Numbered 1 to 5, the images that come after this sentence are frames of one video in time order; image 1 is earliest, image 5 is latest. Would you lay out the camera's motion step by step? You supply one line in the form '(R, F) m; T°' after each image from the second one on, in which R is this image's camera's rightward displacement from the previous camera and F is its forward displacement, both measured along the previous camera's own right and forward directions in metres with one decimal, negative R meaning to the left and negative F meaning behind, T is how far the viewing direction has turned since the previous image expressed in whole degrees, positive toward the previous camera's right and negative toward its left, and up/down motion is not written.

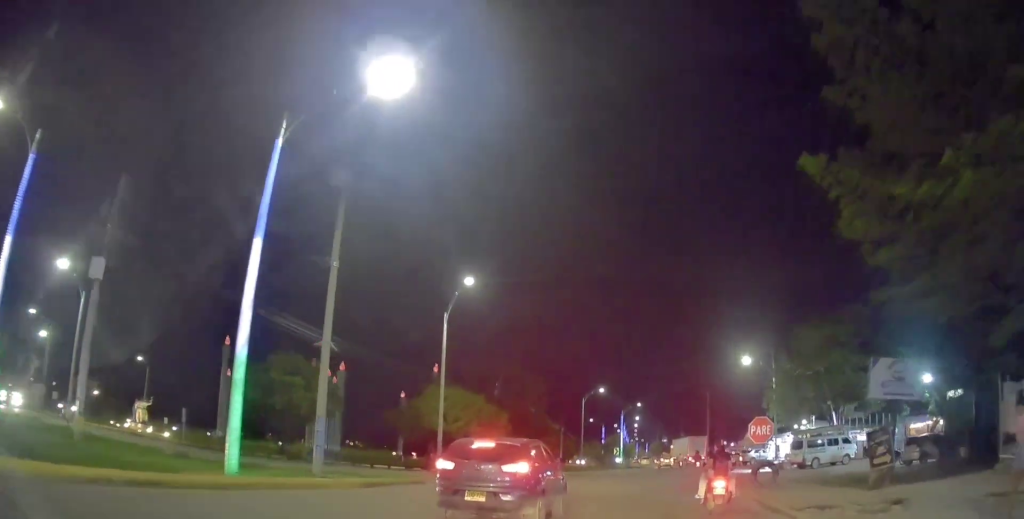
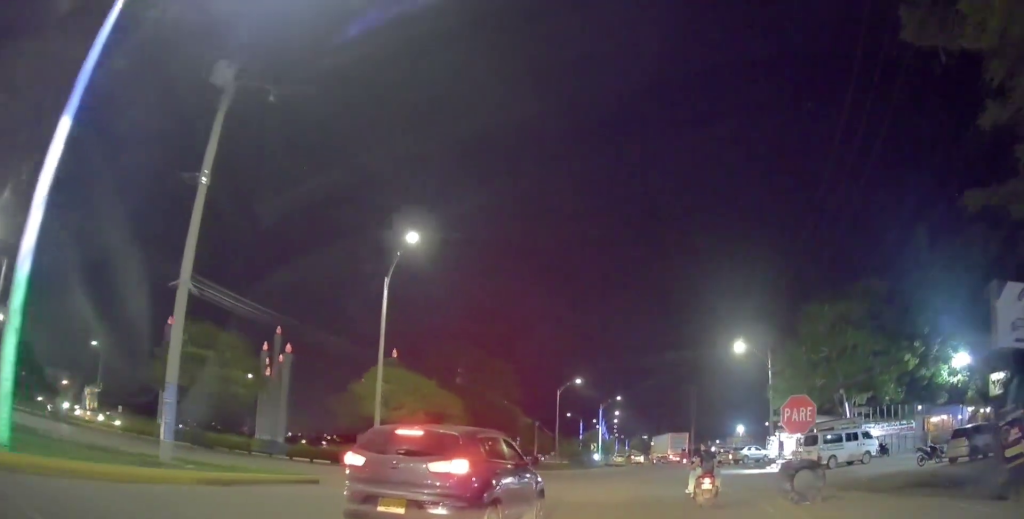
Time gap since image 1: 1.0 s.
(+0.1, +6.9) m; -1°
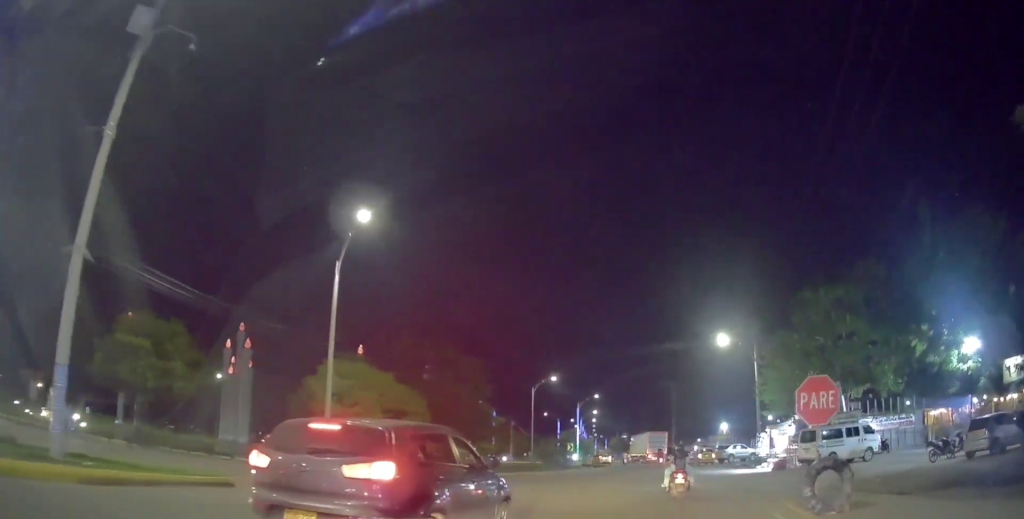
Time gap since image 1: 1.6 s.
(-0.1, +3.1) m; +5°
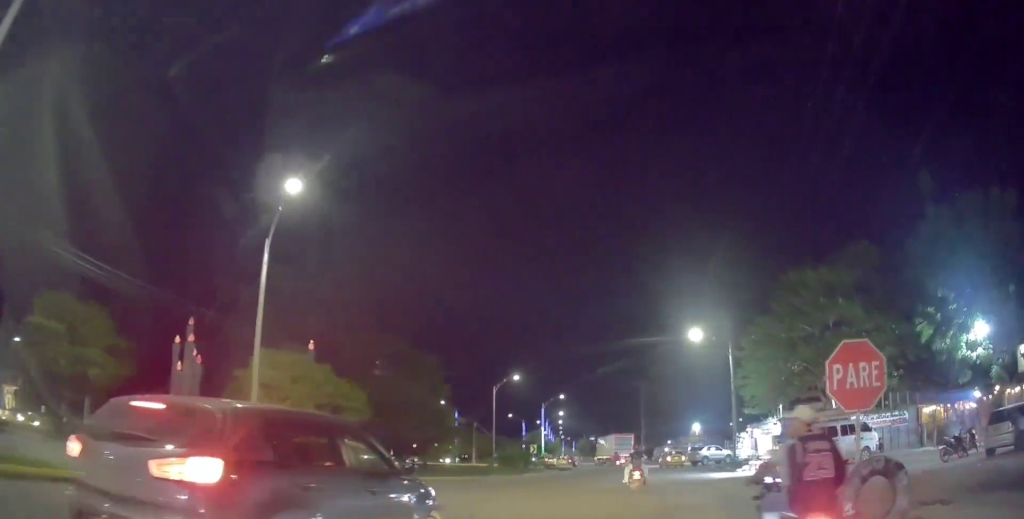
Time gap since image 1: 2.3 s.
(+0.1, +3.7) m; +8°
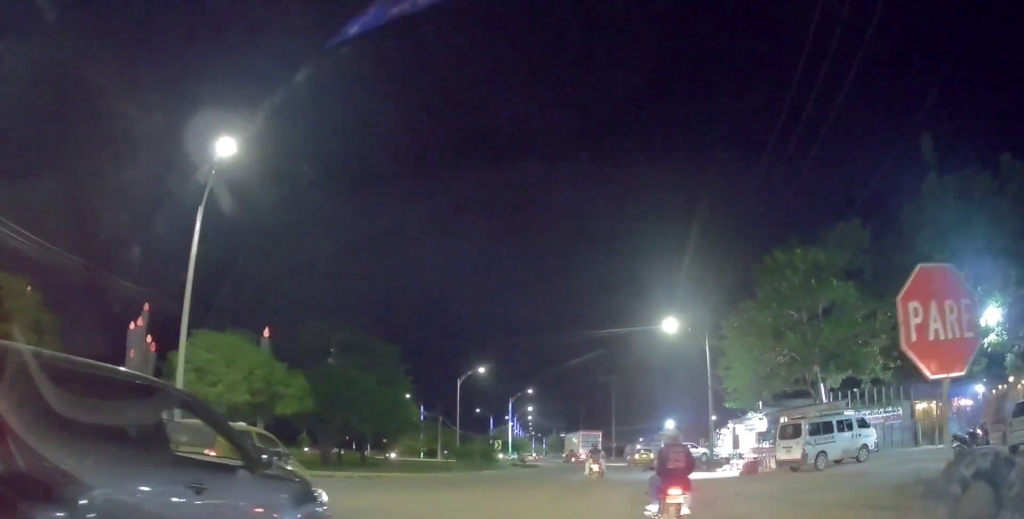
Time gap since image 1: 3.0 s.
(+0.5, +2.9) m; +9°
